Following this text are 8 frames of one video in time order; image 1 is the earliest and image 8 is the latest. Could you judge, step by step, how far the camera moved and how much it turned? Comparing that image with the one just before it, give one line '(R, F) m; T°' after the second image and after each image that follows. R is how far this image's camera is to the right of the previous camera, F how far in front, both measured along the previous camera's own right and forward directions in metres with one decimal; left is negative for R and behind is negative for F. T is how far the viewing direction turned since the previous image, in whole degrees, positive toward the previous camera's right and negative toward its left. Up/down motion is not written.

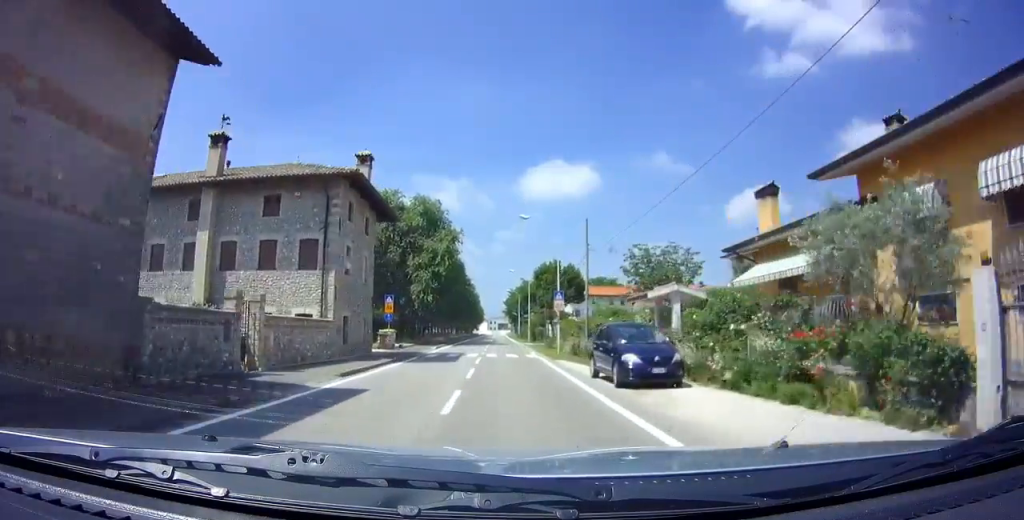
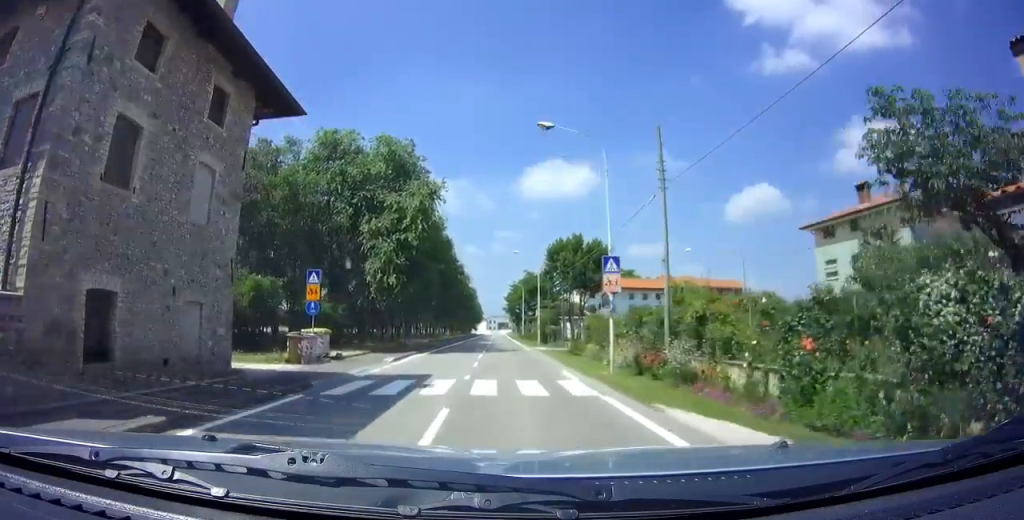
(0.0, +14.9) m; 0°
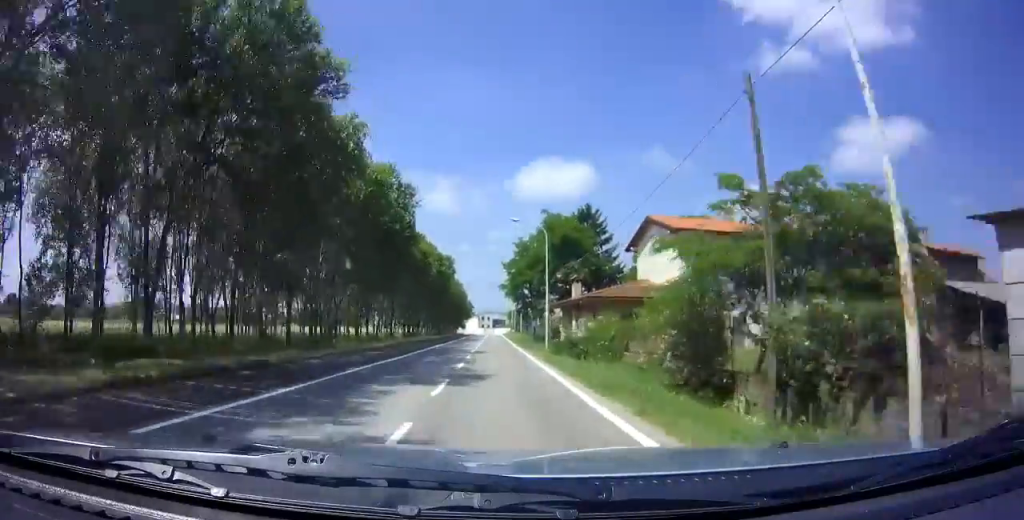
(+0.2, +44.3) m; +1°
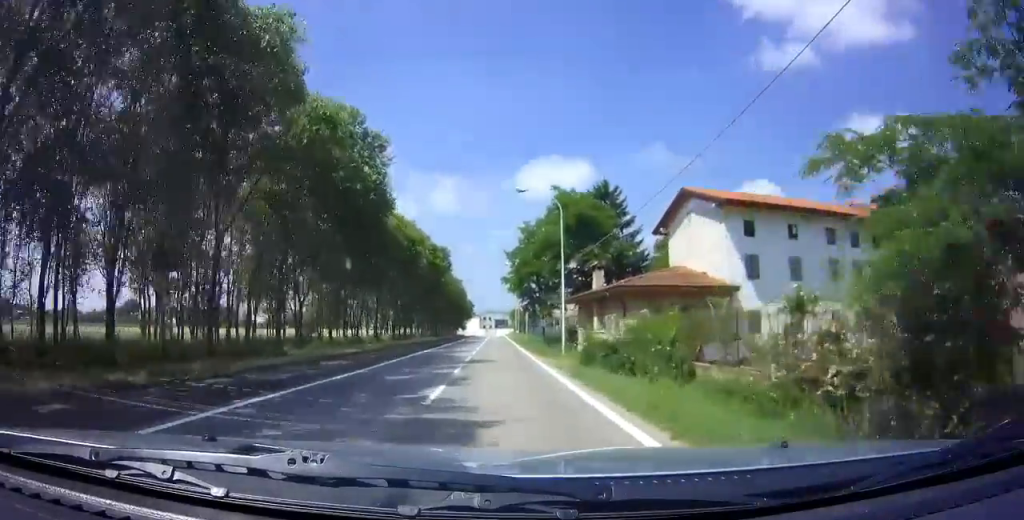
(0.0, +8.0) m; 0°
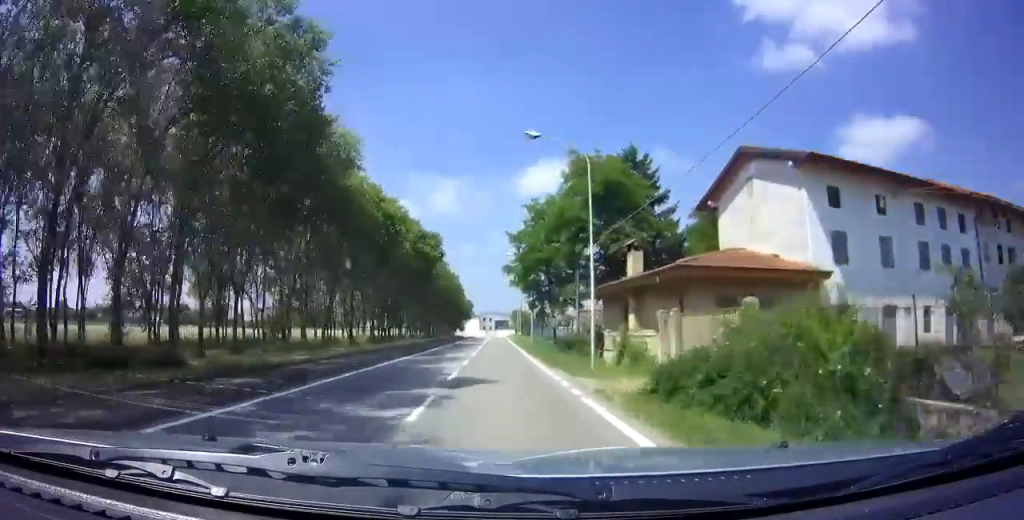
(0.0, +7.4) m; 0°
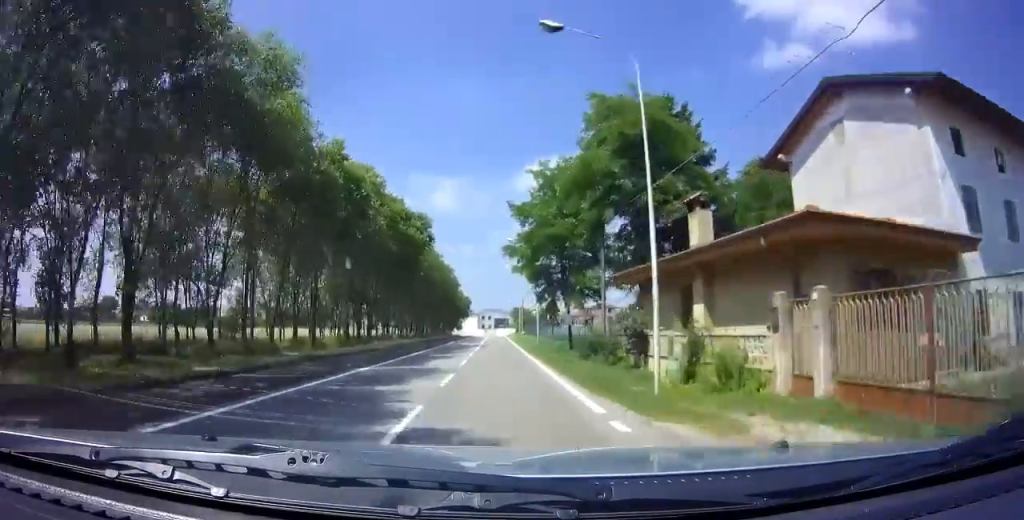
(0.0, +7.4) m; 0°
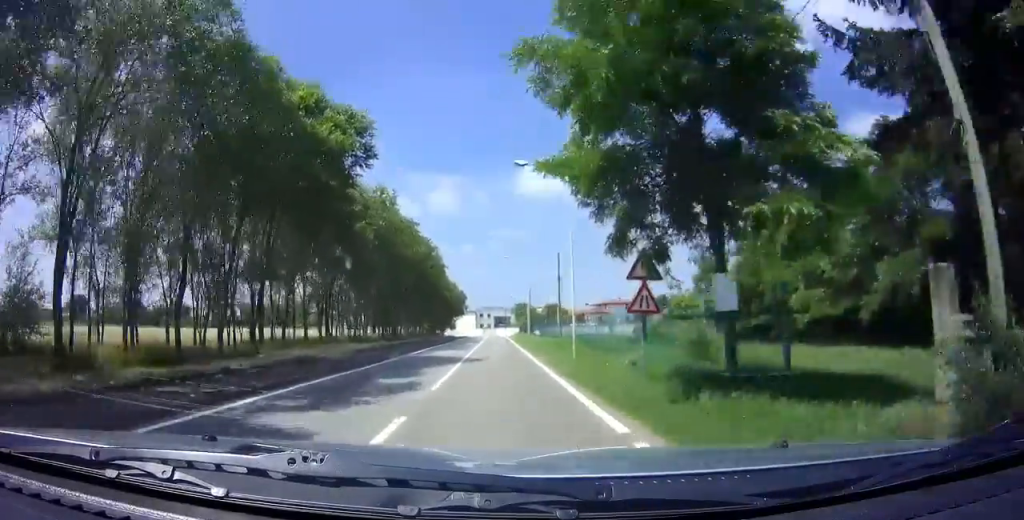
(0.0, +19.0) m; 0°
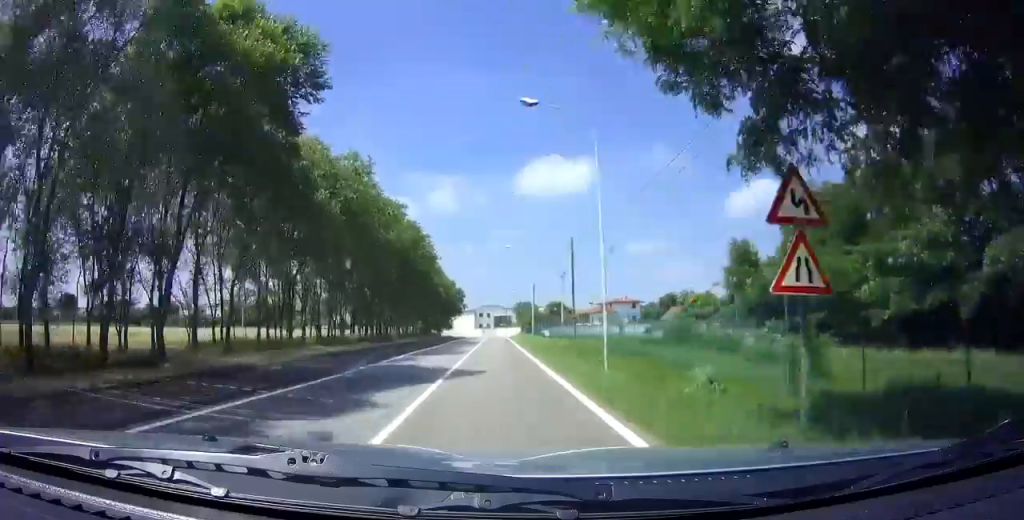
(0.0, +6.3) m; 0°
